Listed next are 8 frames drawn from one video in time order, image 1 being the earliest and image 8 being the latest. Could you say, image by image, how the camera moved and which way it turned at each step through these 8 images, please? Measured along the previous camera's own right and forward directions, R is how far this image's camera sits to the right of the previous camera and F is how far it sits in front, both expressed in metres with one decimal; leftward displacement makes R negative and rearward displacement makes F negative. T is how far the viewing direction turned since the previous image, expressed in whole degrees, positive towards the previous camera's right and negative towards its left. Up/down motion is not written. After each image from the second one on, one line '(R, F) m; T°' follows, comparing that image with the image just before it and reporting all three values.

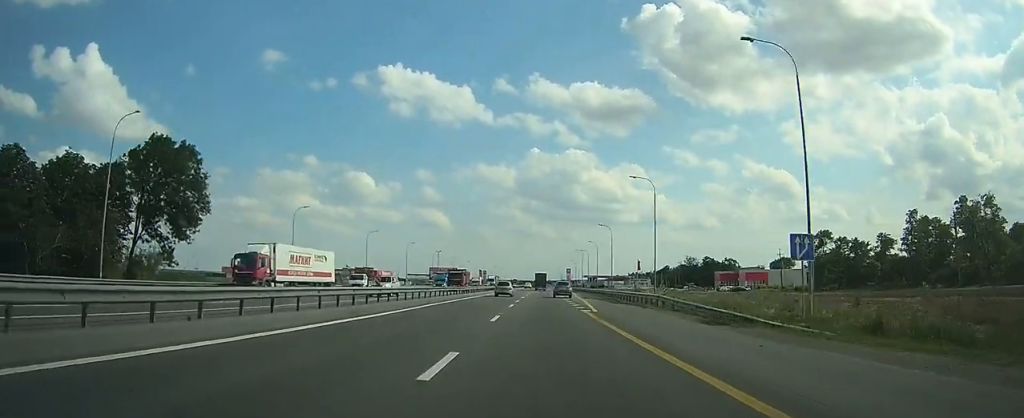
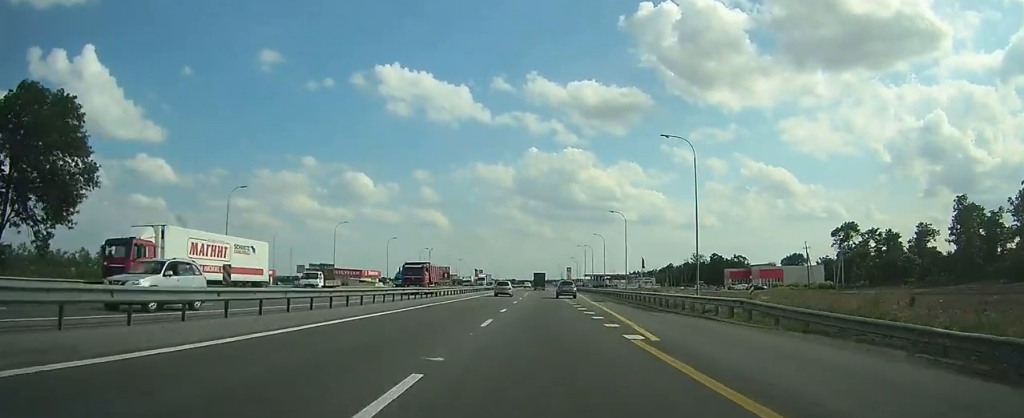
(0.0, +14.9) m; 0°
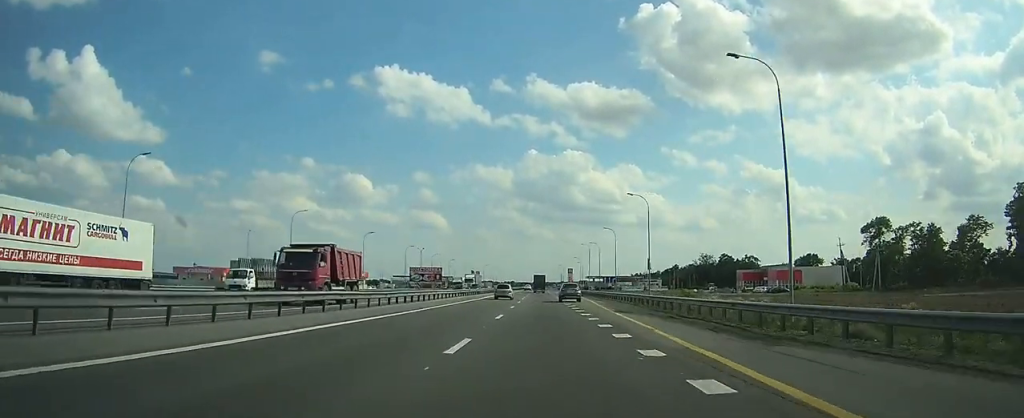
(0.0, +14.9) m; 0°
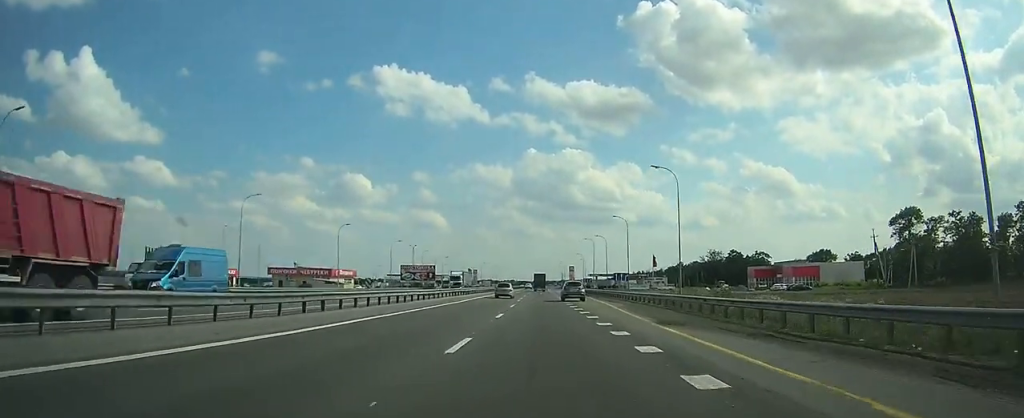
(0.0, +12.0) m; 0°
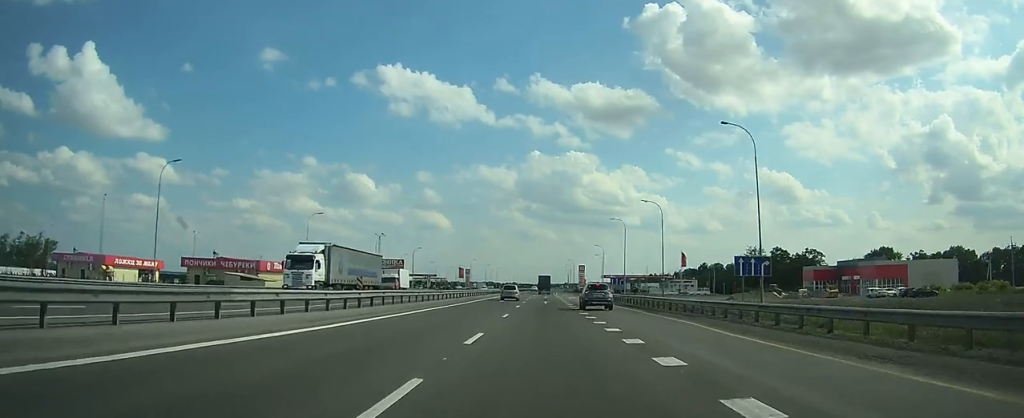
(0.0, +42.2) m; 0°
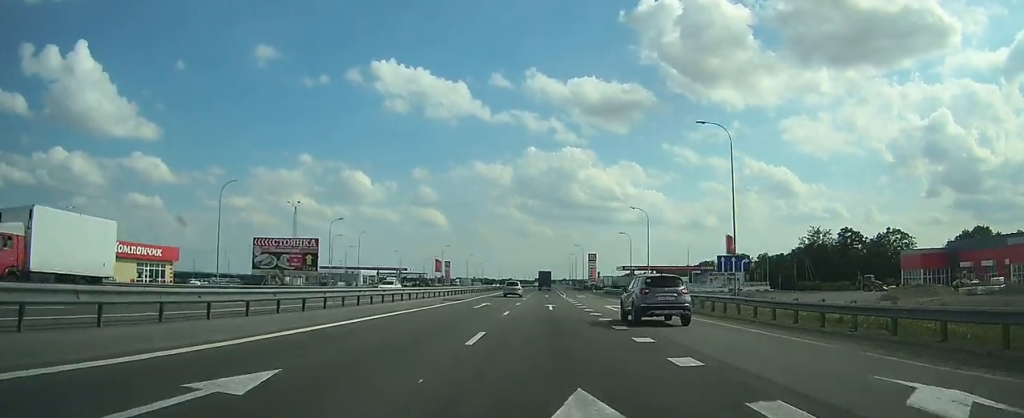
(-0.1, +48.4) m; 0°
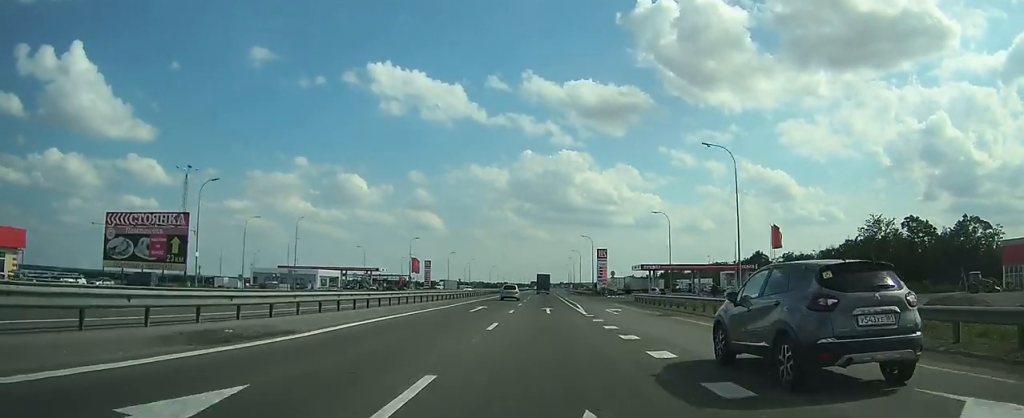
(0.0, +30.1) m; 0°
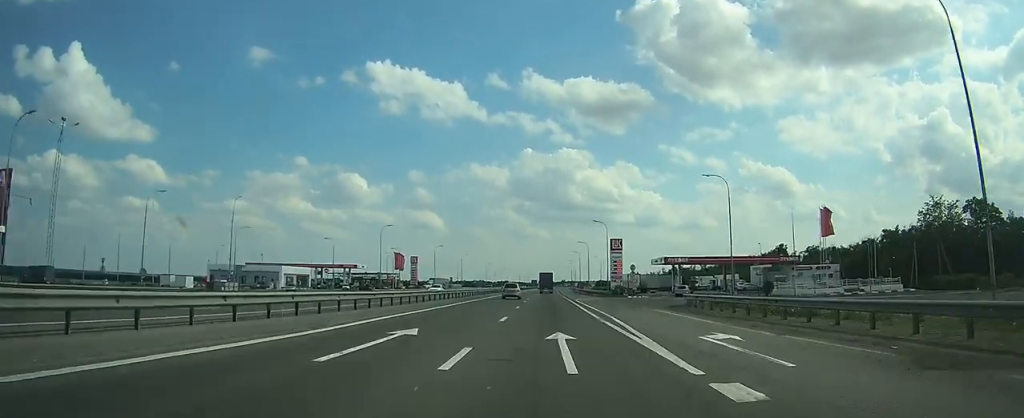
(0.0, +20.2) m; 0°
